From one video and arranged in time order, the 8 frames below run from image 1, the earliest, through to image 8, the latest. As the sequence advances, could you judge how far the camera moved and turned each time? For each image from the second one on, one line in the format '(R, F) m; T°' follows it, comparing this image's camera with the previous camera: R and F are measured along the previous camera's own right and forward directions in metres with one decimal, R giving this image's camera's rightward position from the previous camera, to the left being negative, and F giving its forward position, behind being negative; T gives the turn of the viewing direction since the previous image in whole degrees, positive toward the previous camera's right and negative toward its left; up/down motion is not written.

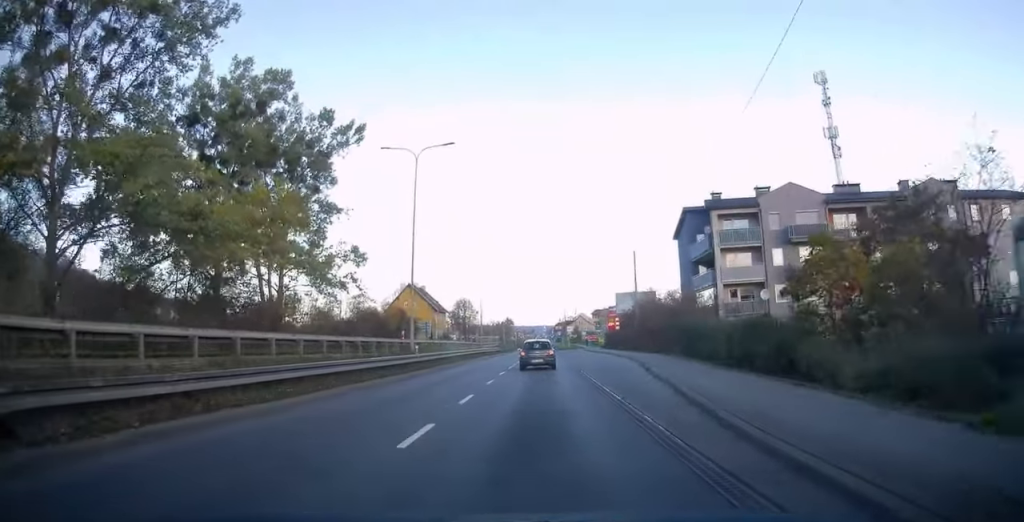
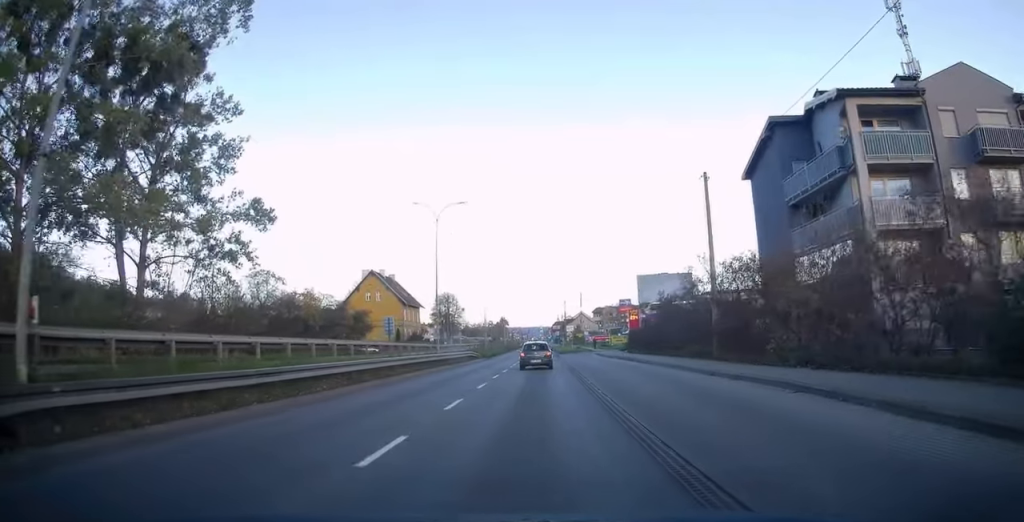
(+0.7, +24.9) m; +2°
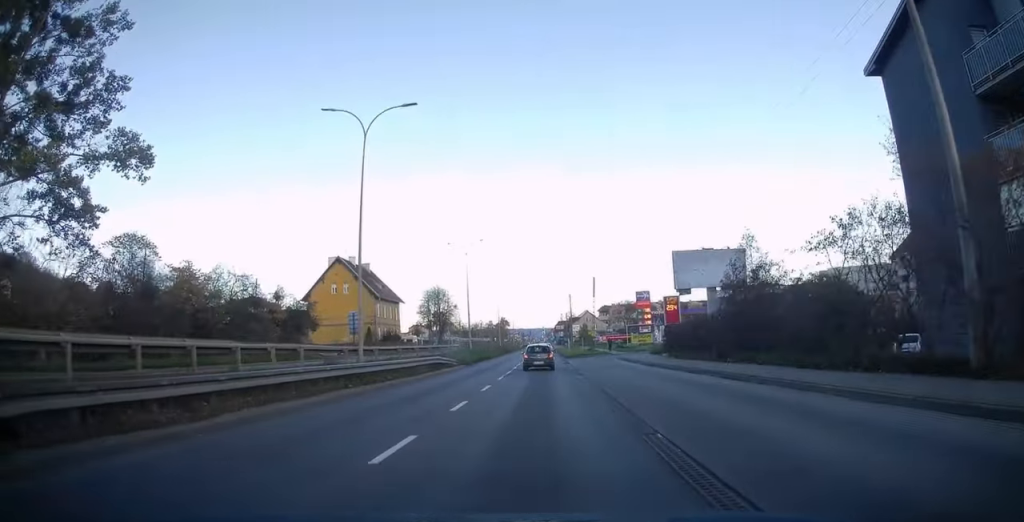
(+0.1, +17.5) m; 0°
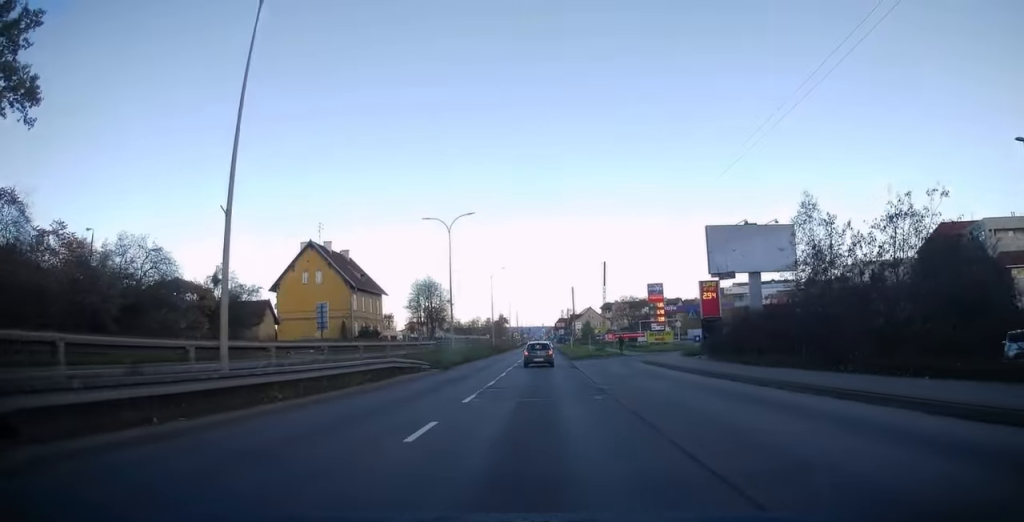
(-0.1, +10.3) m; 0°
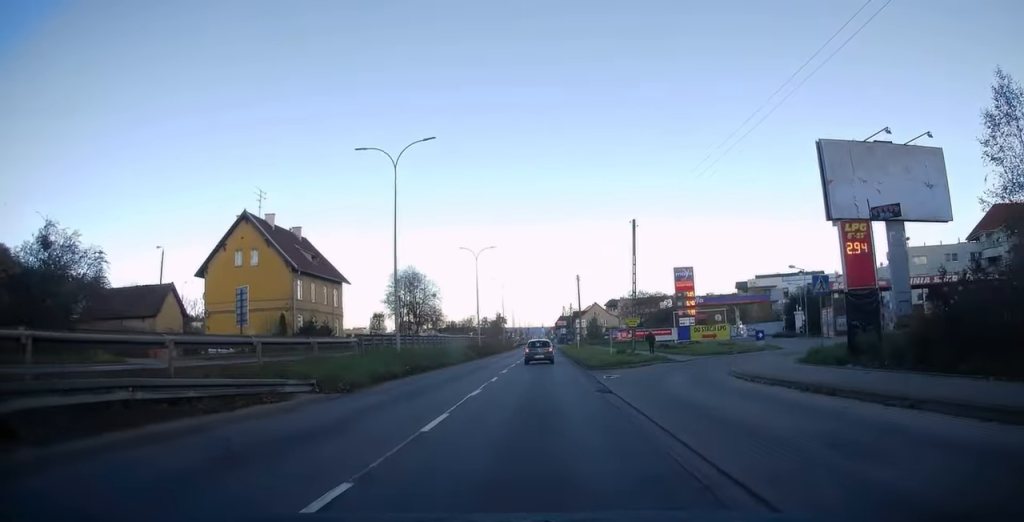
(0.0, +16.9) m; 0°
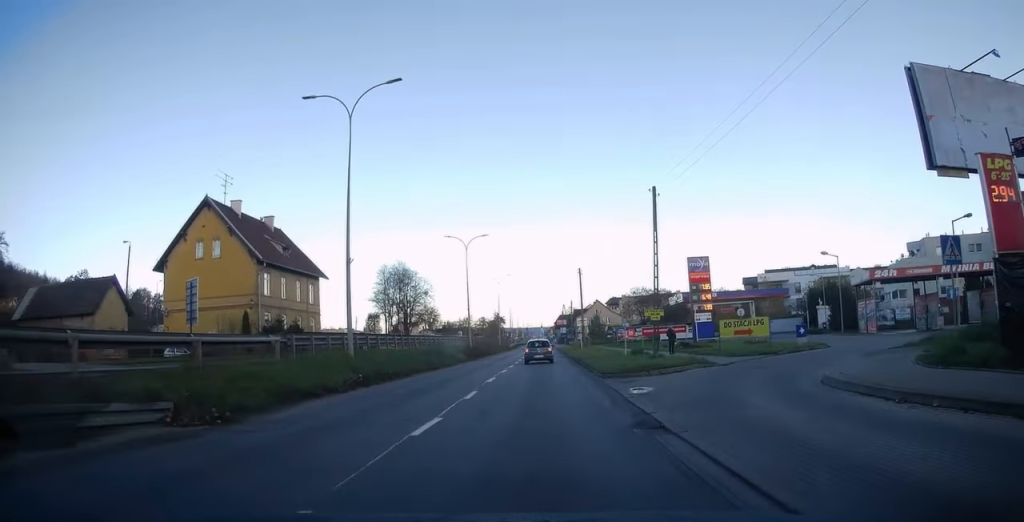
(+0.1, +6.8) m; 0°
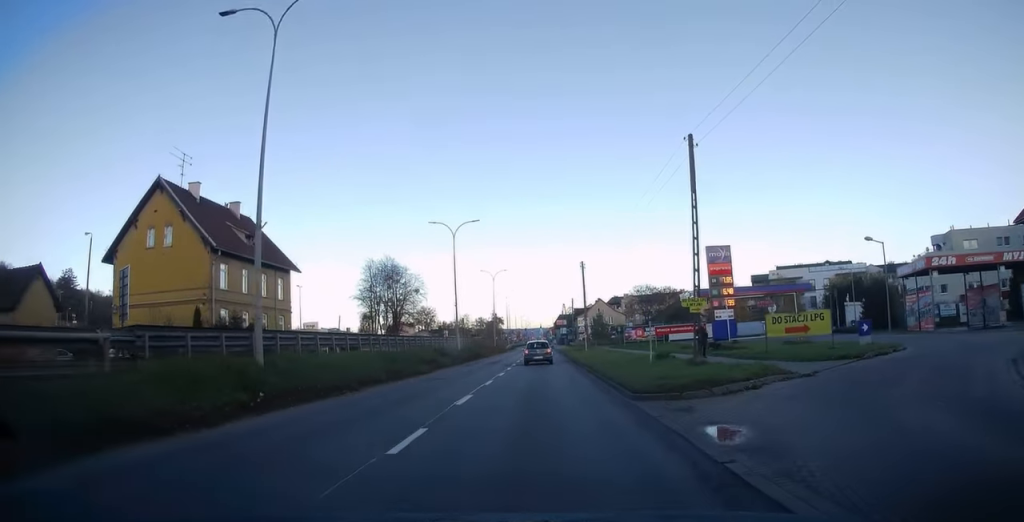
(0.0, +7.1) m; 0°
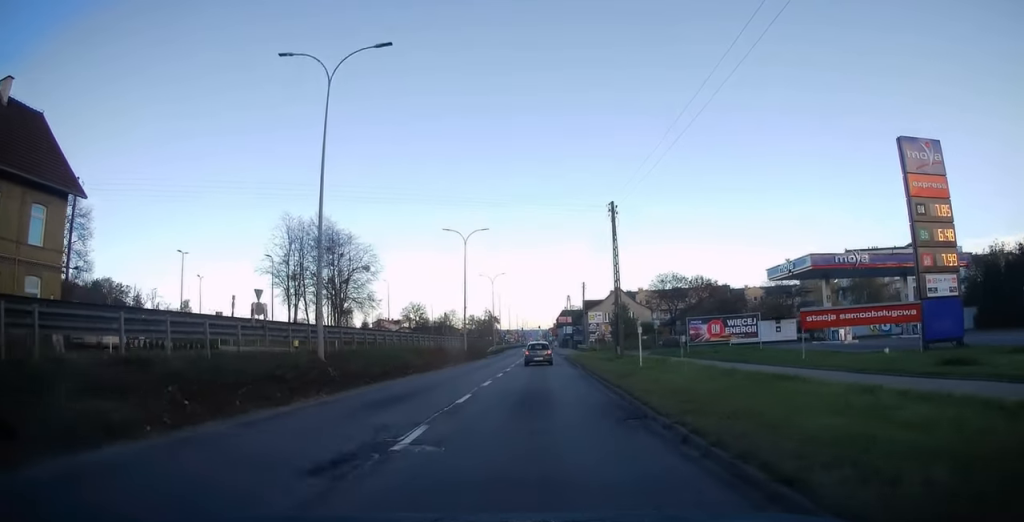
(0.0, +29.4) m; 0°
